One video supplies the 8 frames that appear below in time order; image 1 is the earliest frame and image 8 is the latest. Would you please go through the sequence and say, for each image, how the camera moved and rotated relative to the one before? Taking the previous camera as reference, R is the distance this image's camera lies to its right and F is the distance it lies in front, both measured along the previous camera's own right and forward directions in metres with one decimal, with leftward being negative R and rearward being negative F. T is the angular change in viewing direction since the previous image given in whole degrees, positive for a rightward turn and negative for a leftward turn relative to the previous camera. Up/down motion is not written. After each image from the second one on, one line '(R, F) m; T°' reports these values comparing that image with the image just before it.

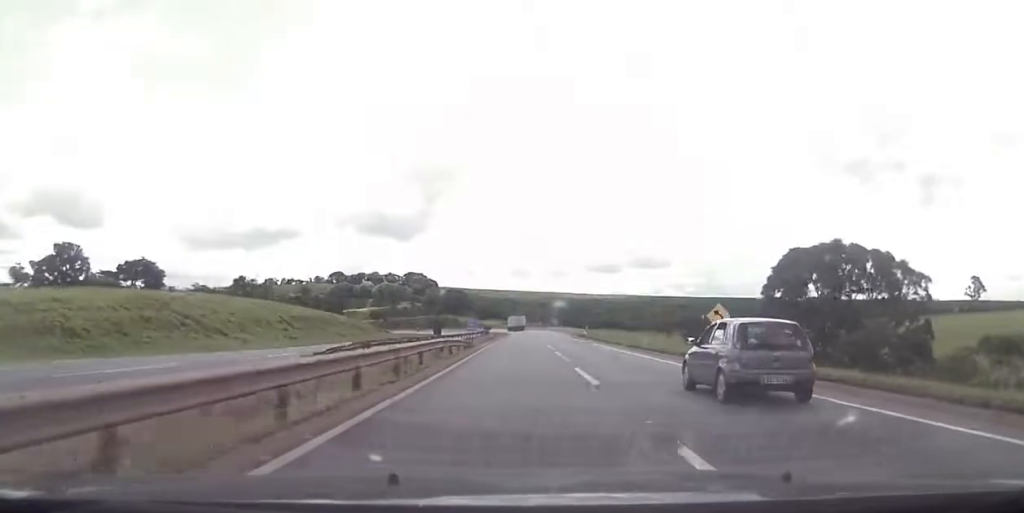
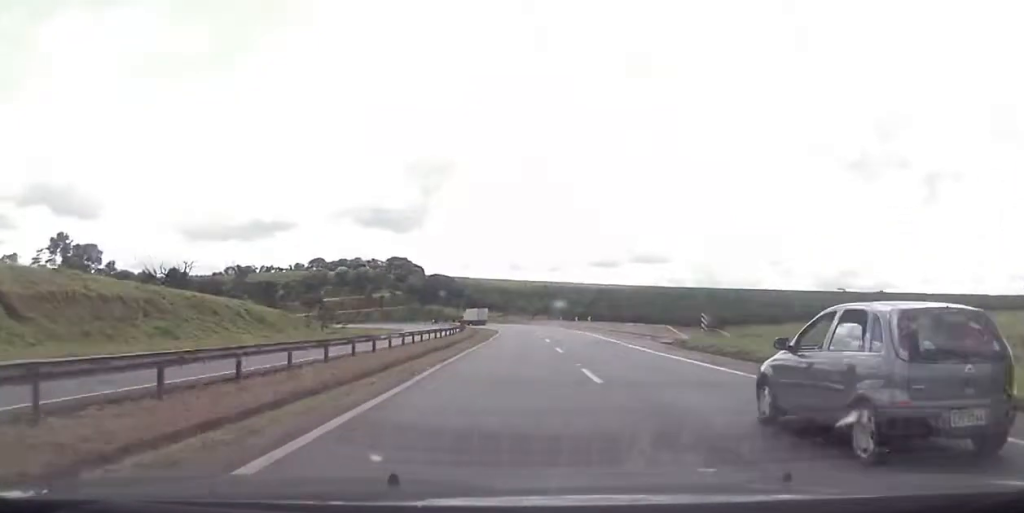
(+0.2, +64.2) m; 0°
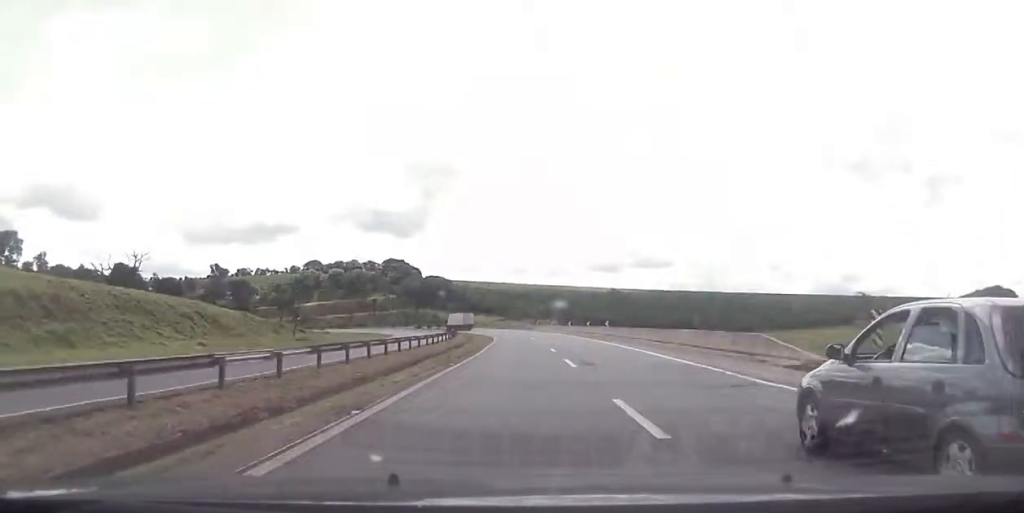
(-0.2, +17.2) m; 0°
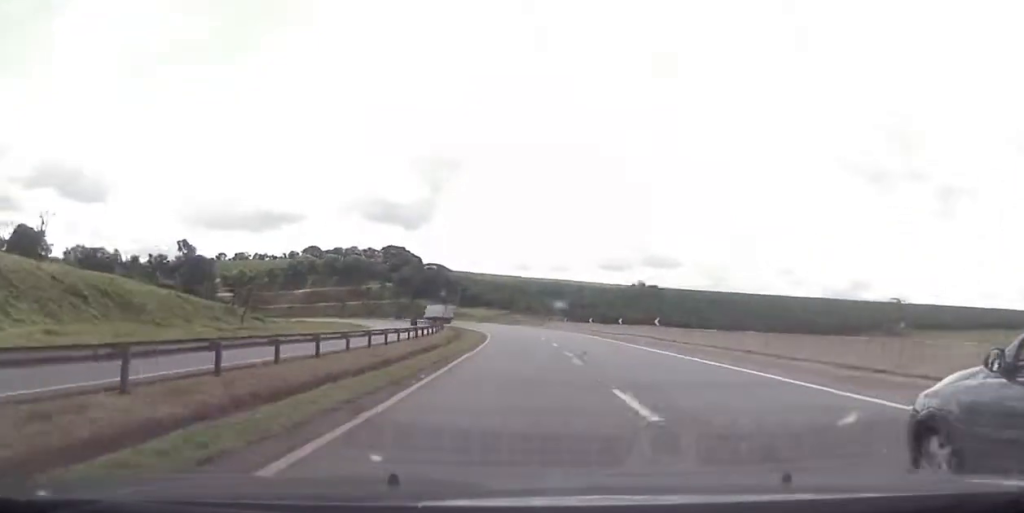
(+0.1, +24.5) m; 0°
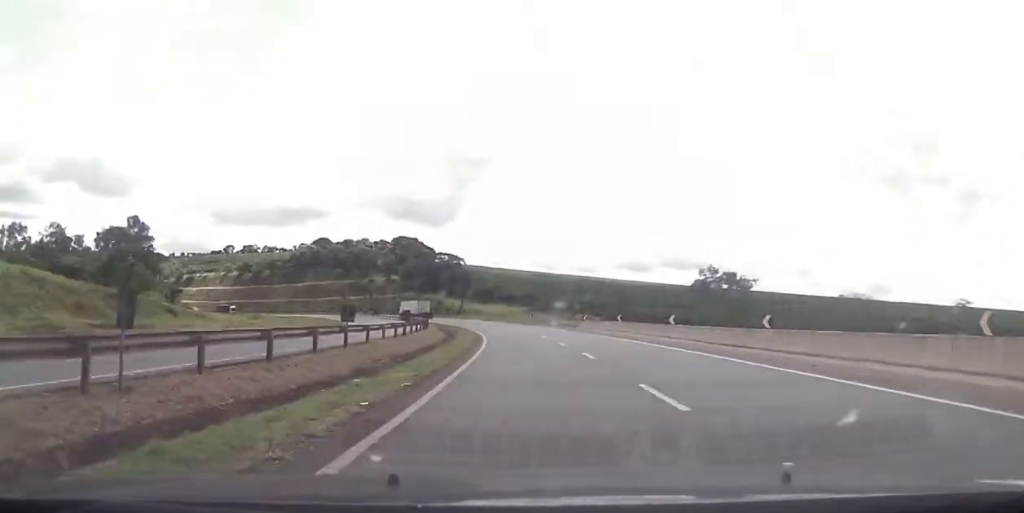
(-0.1, +34.3) m; -1°
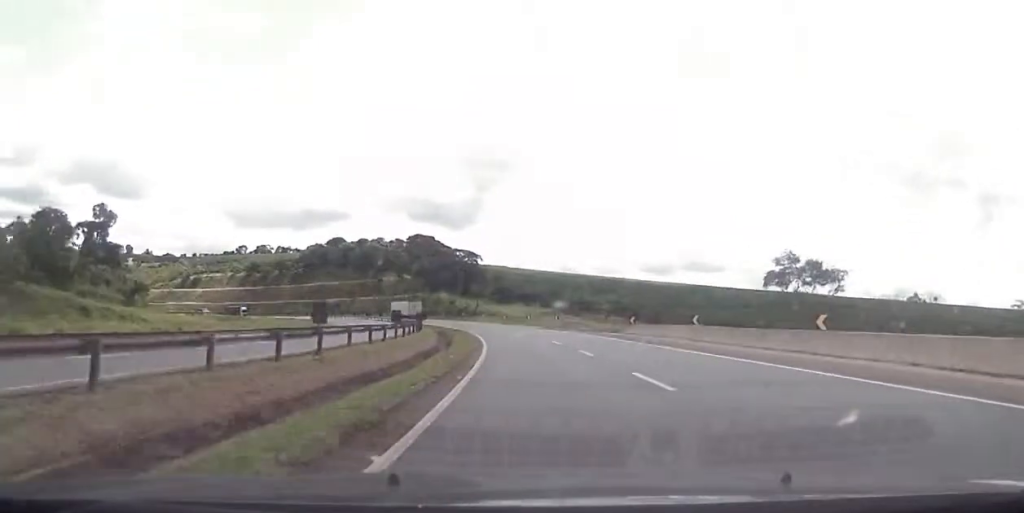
(-0.3, +20.7) m; -1°
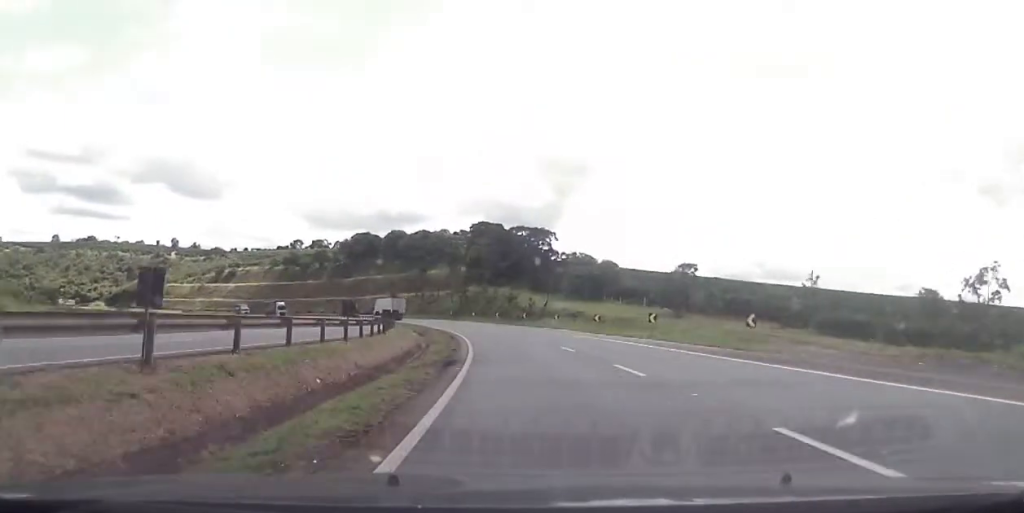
(-2.3, +55.8) m; -6°
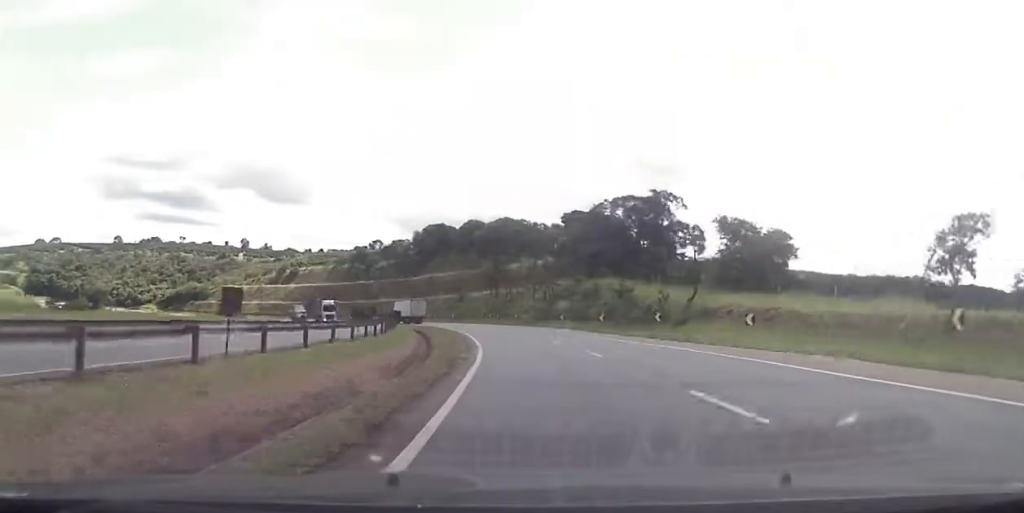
(-2.1, +42.9) m; -6°
